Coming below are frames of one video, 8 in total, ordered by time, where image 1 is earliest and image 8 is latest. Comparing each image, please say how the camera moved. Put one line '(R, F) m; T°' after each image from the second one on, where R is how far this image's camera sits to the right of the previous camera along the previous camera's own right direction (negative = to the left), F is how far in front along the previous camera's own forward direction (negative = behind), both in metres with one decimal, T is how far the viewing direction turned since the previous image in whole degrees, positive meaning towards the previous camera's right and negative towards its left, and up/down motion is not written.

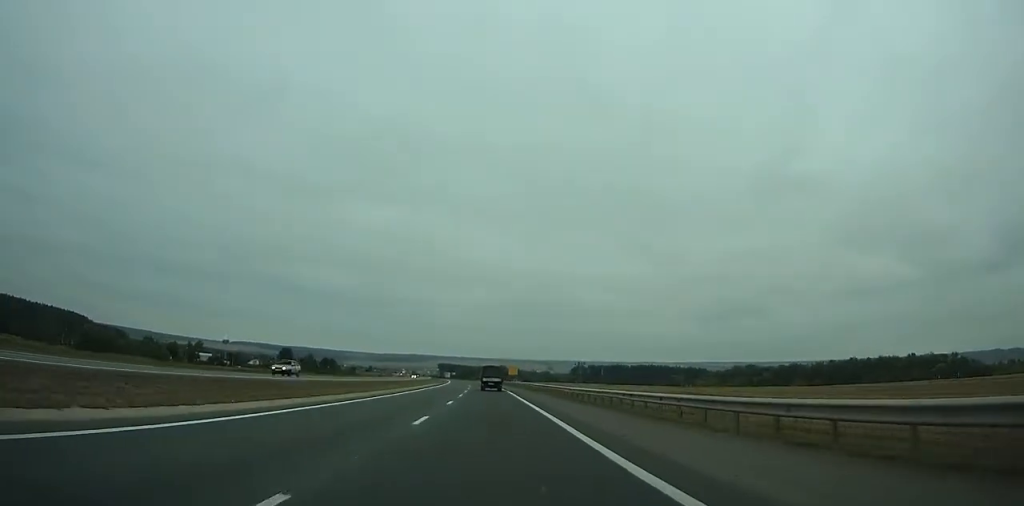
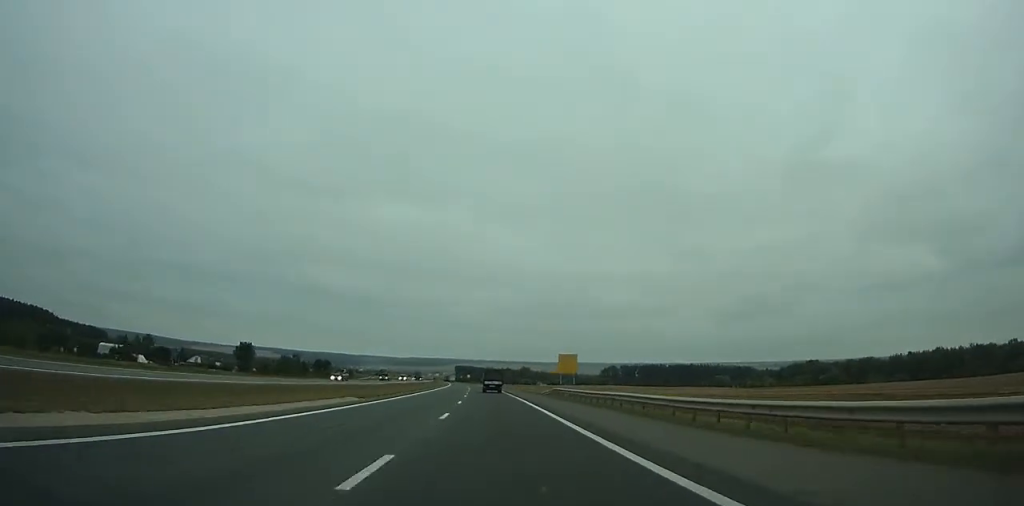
(-1.7, +70.2) m; -2°
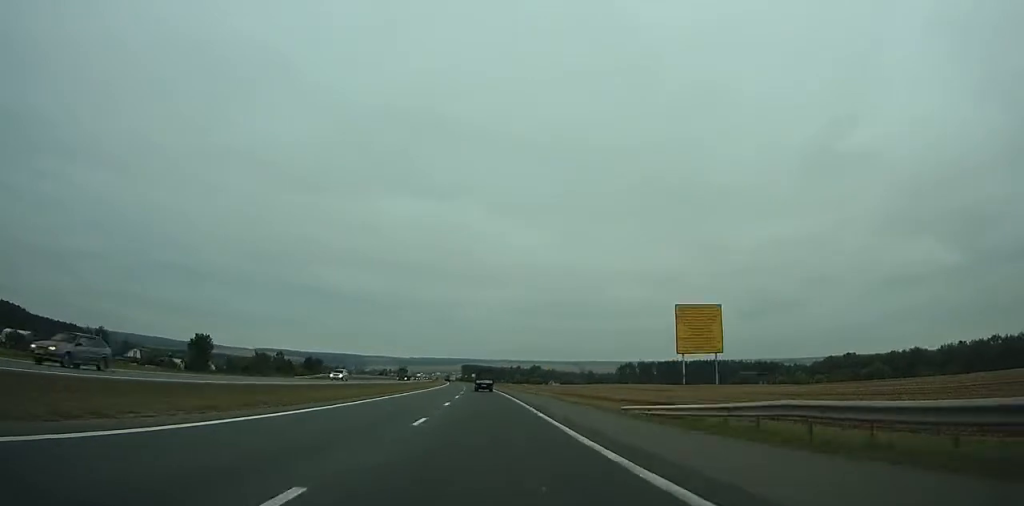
(-0.3, +40.2) m; -1°
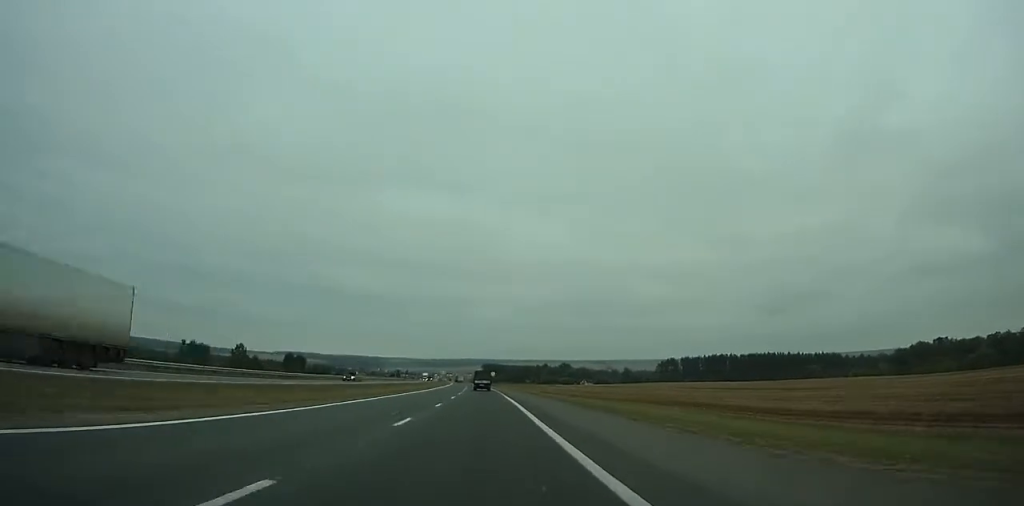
(-1.2, +72.2) m; -2°
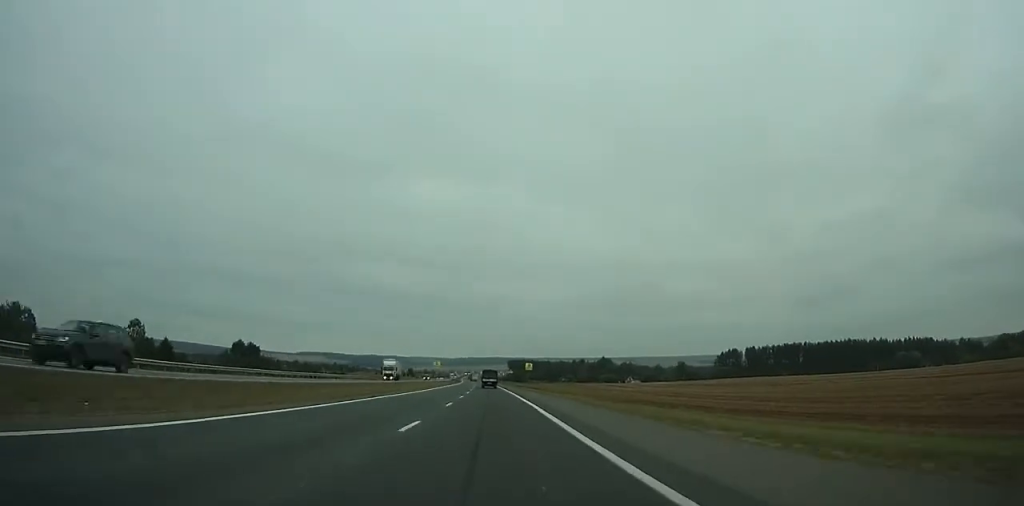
(-1.8, +84.8) m; -2°
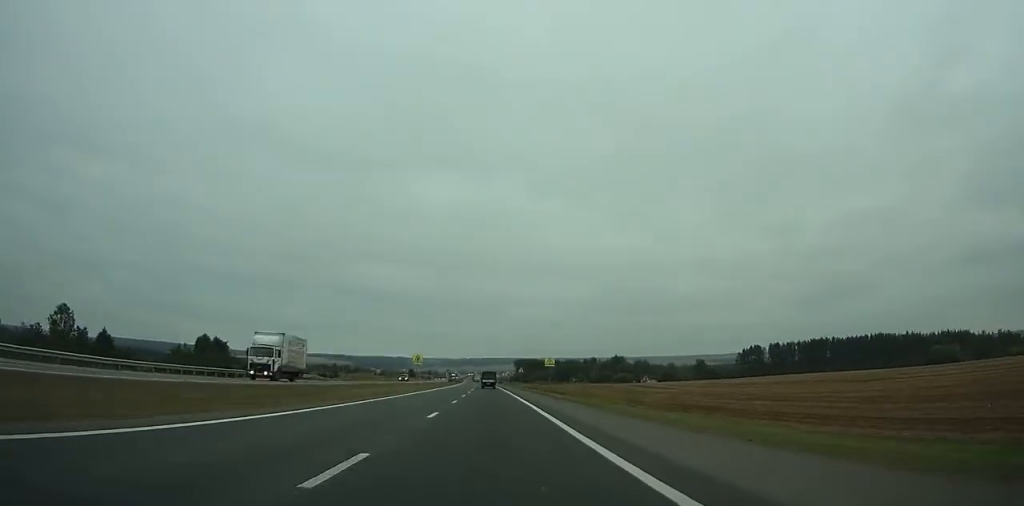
(0.0, +31.0) m; -1°
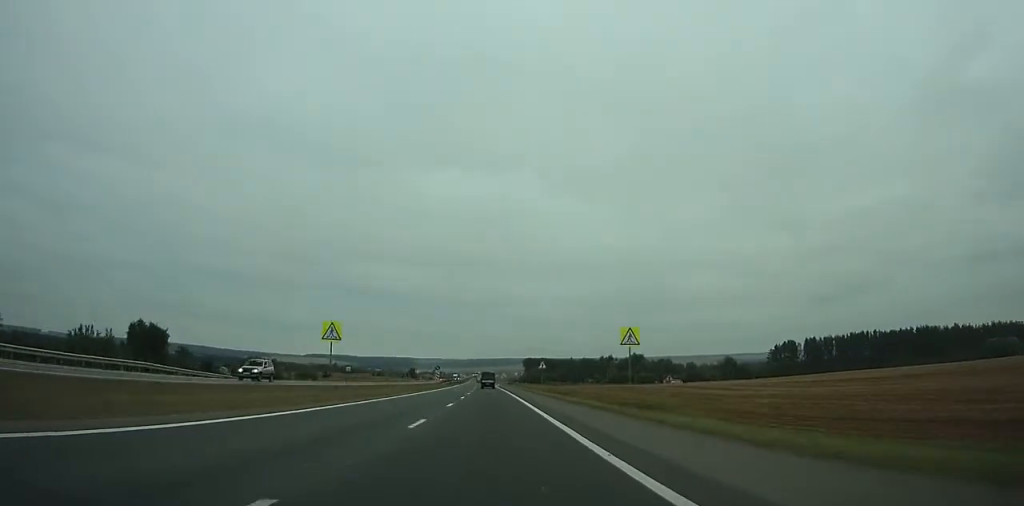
(-0.8, +39.8) m; -1°
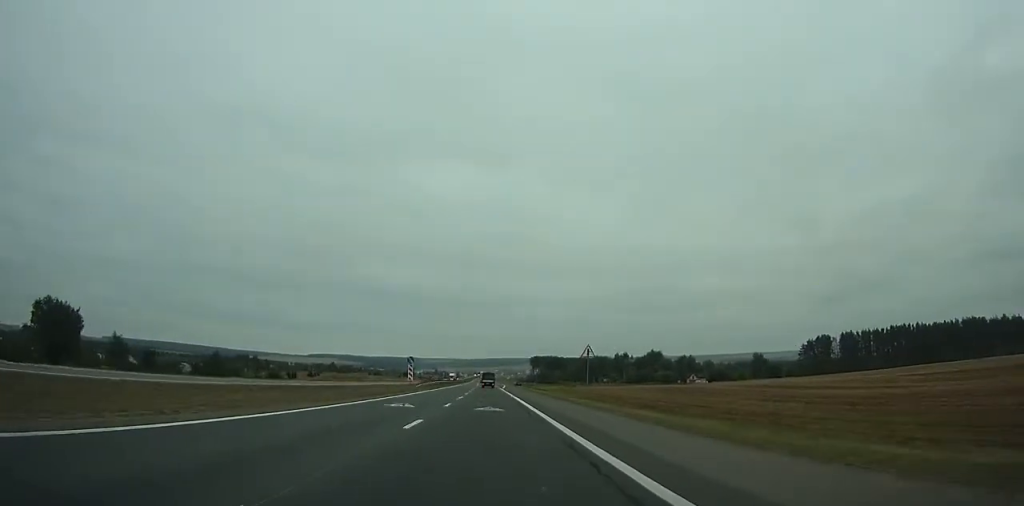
(-0.4, +37.0) m; 0°
